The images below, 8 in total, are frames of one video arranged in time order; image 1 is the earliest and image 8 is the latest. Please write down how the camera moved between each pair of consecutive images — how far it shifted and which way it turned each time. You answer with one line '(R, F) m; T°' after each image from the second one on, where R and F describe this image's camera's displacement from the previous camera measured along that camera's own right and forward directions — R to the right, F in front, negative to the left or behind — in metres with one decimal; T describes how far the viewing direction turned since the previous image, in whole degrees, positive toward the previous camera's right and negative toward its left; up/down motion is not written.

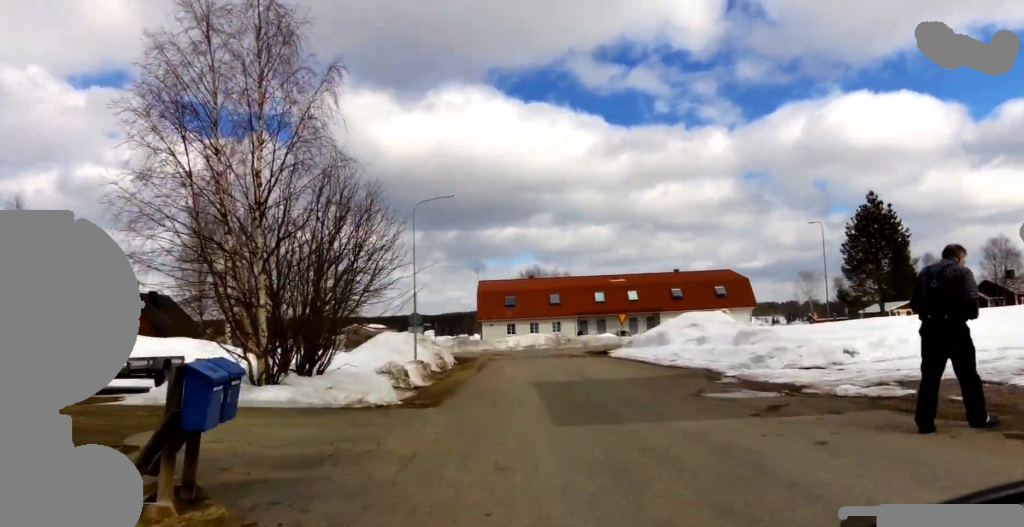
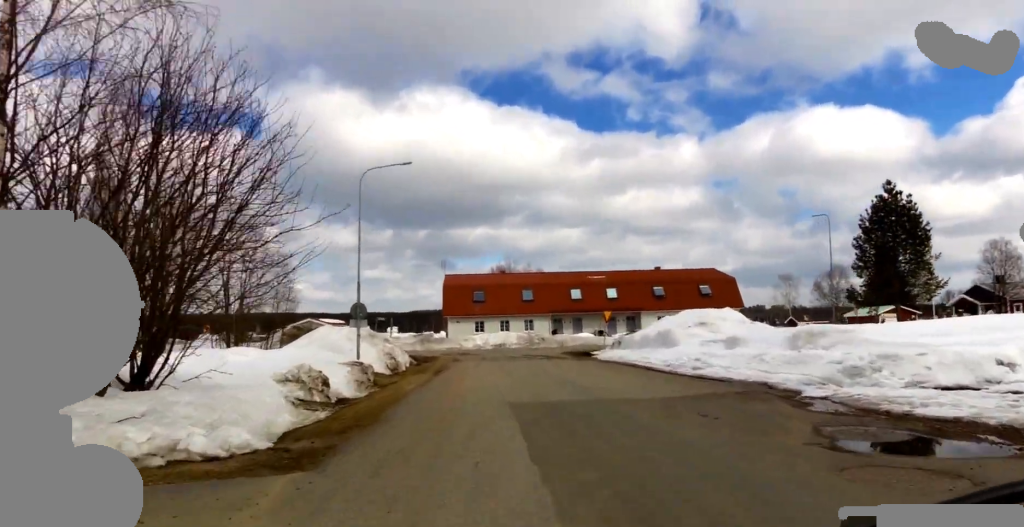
(+0.4, +5.3) m; -1°
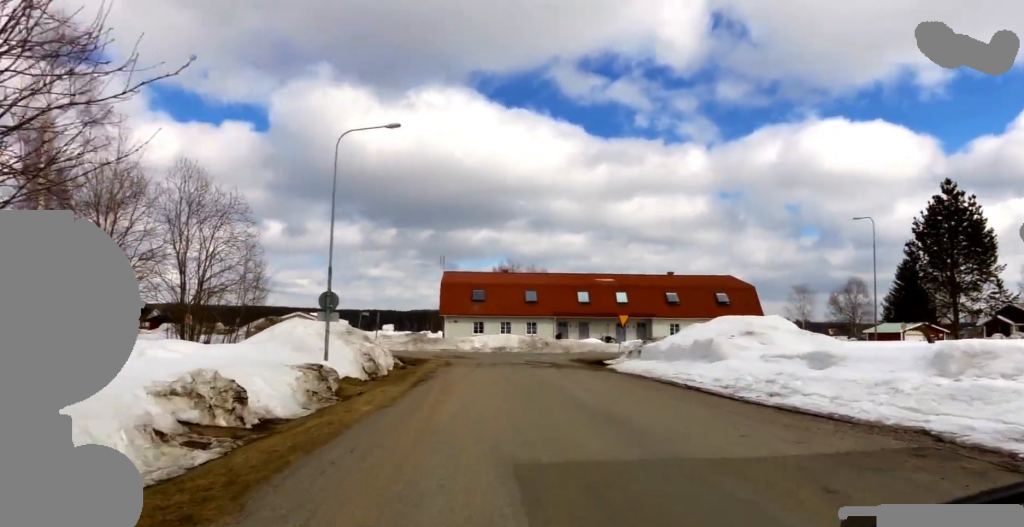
(-0.5, +4.3) m; -5°
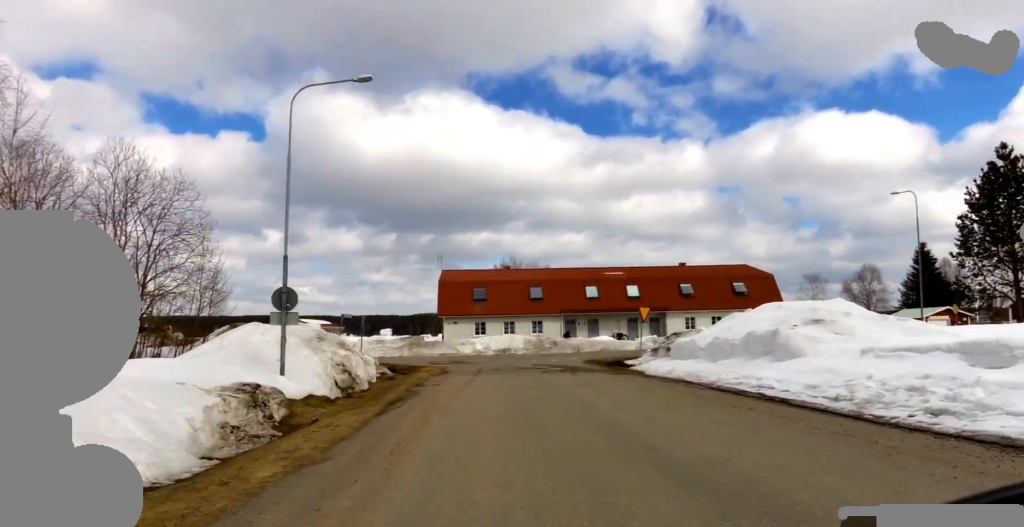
(-0.1, +4.0) m; +1°
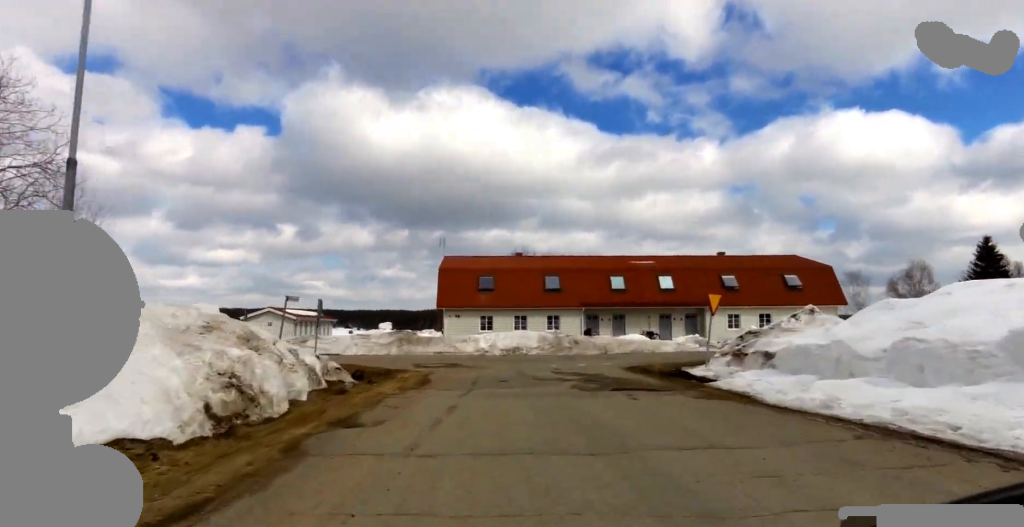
(+0.5, +7.4) m; +10°
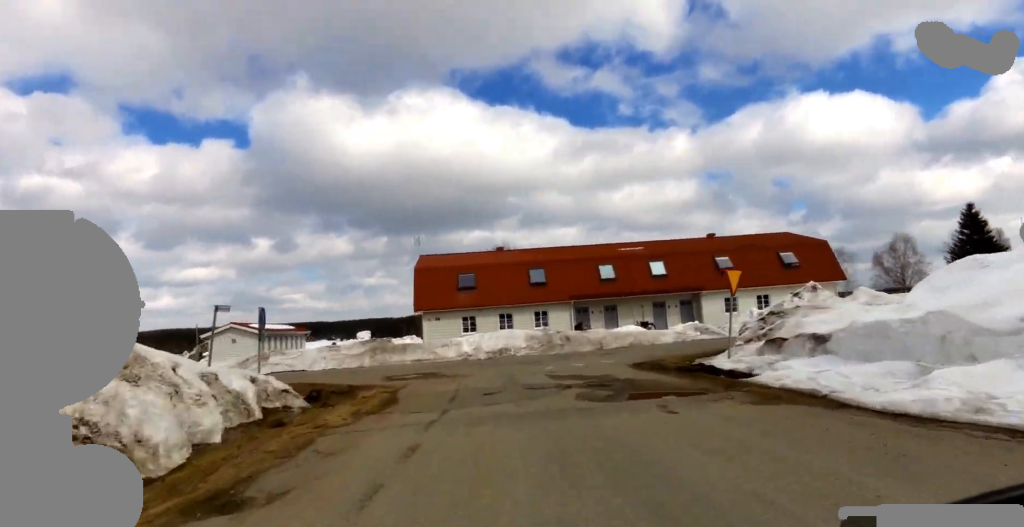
(+0.2, +2.9) m; +5°
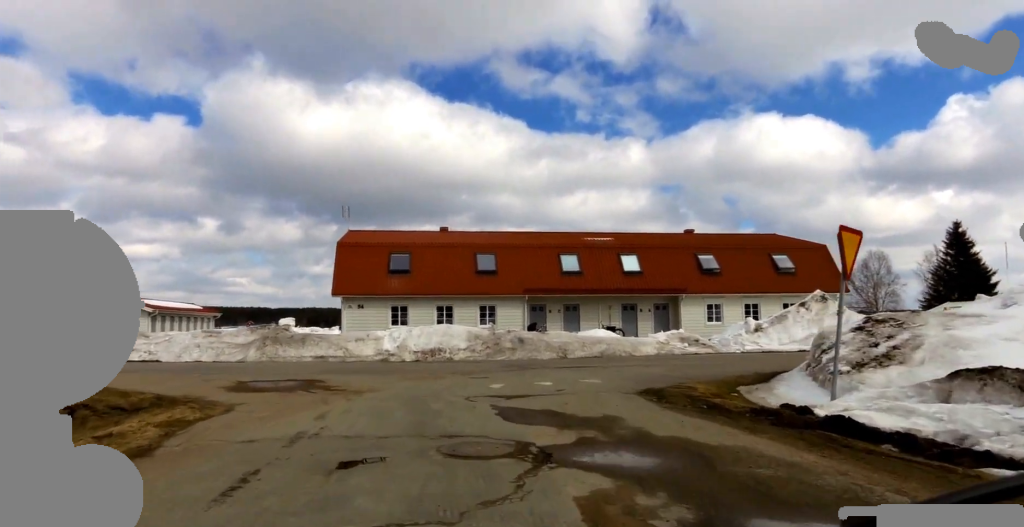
(+0.2, +6.6) m; +3°
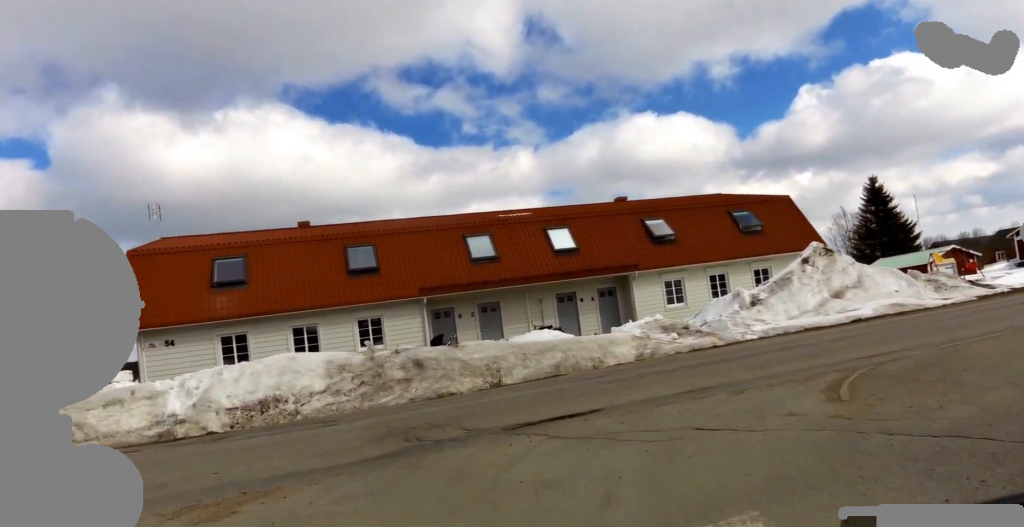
(+2.2, +9.0) m; +32°
